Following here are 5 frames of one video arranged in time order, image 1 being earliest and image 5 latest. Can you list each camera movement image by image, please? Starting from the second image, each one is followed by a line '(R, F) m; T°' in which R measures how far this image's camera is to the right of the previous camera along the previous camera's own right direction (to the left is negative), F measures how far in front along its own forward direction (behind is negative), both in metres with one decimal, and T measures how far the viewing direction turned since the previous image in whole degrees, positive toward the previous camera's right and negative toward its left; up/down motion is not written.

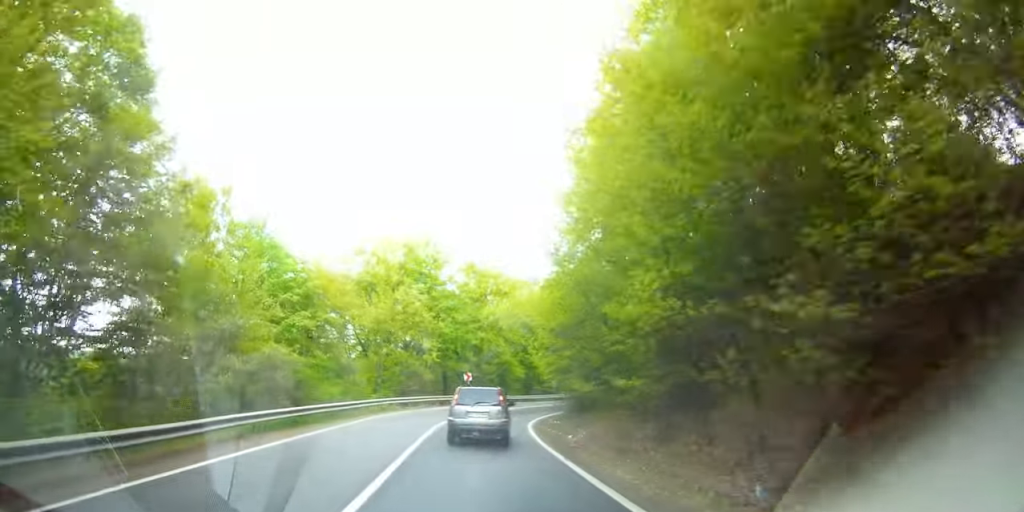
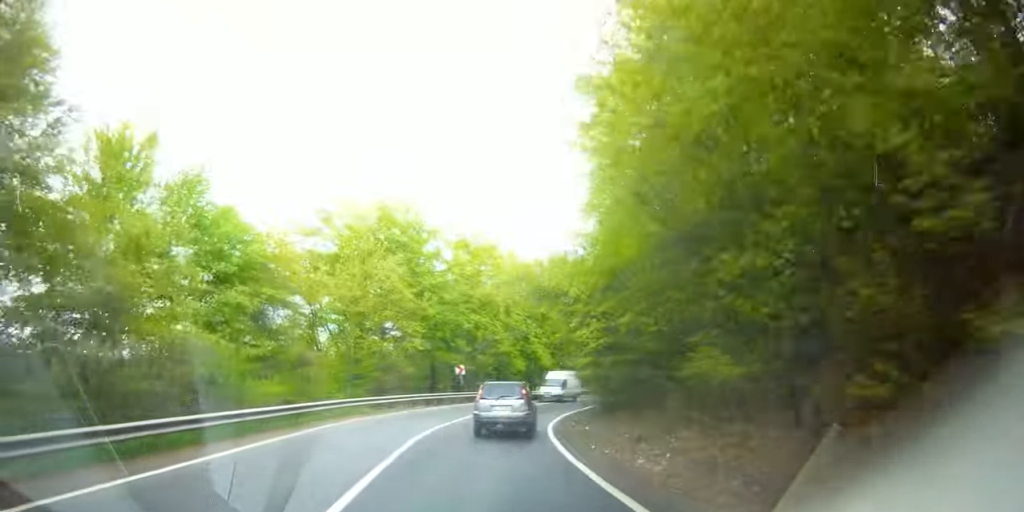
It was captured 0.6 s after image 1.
(+0.1, +9.3) m; -1°
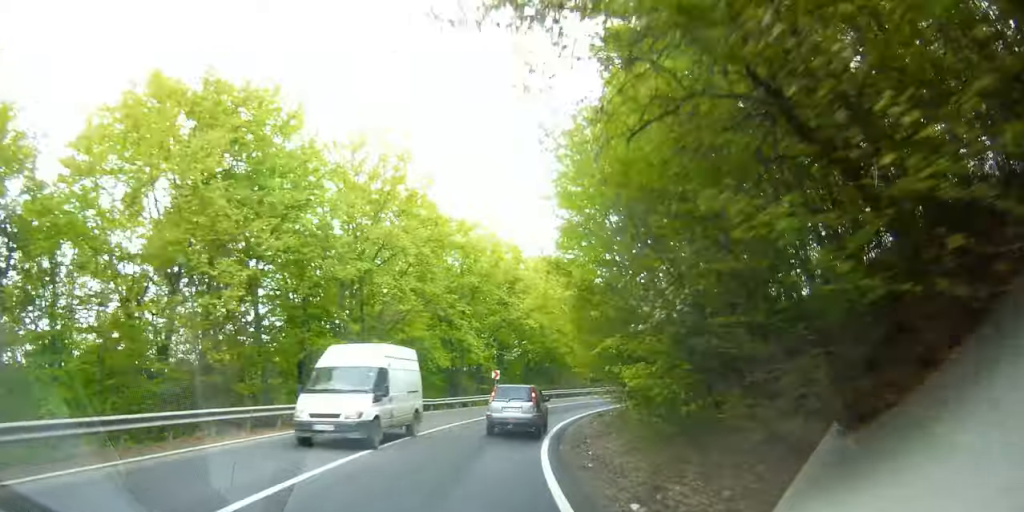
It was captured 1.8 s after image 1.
(-0.8, +17.3) m; -2°
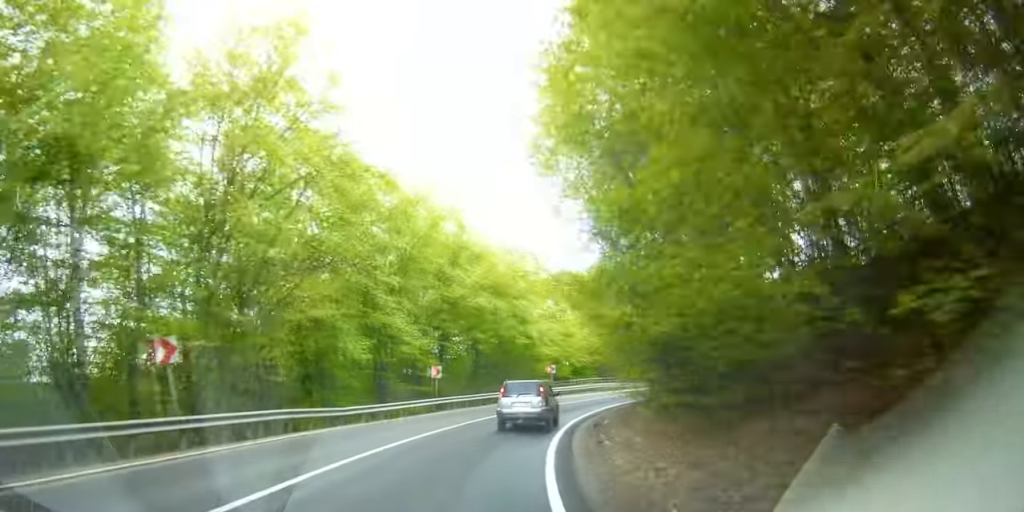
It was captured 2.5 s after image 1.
(0.0, +10.1) m; +1°
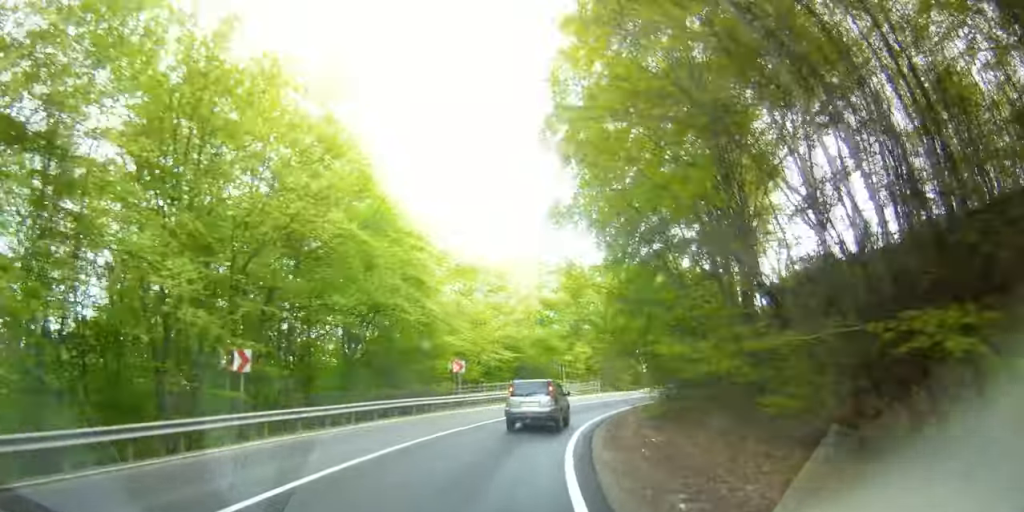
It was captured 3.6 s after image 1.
(+0.2, +15.3) m; +3°
